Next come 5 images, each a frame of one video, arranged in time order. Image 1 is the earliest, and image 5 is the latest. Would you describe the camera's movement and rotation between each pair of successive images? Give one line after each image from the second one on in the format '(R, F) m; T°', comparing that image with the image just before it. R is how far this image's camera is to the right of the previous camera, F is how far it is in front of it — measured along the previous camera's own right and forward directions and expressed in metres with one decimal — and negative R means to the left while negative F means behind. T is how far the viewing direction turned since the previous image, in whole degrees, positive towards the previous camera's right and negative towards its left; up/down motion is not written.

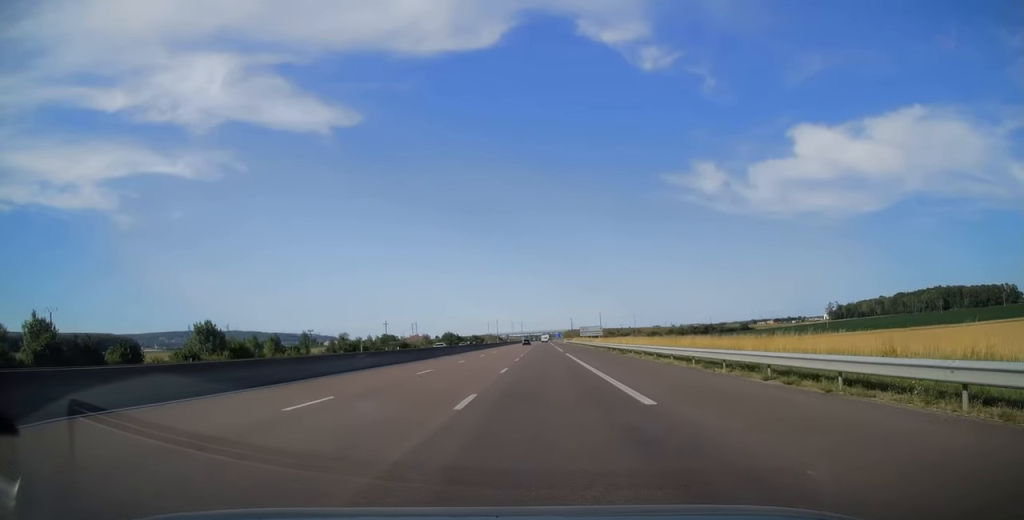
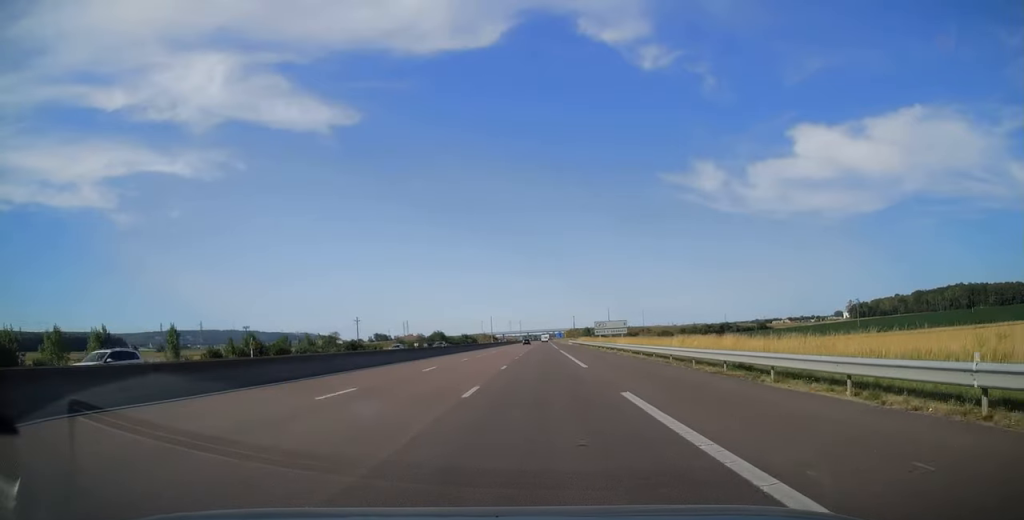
(-0.1, +36.7) m; 0°
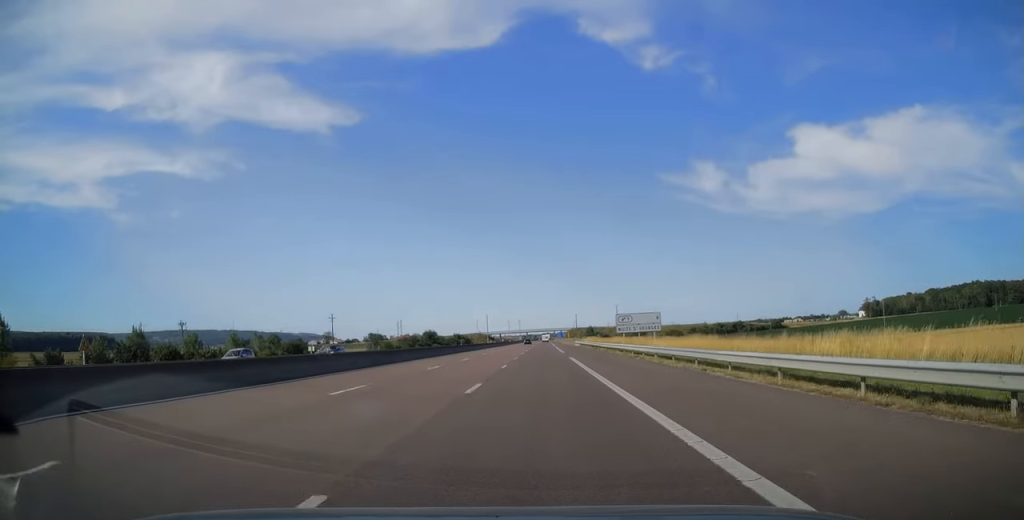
(+0.2, +24.8) m; 0°
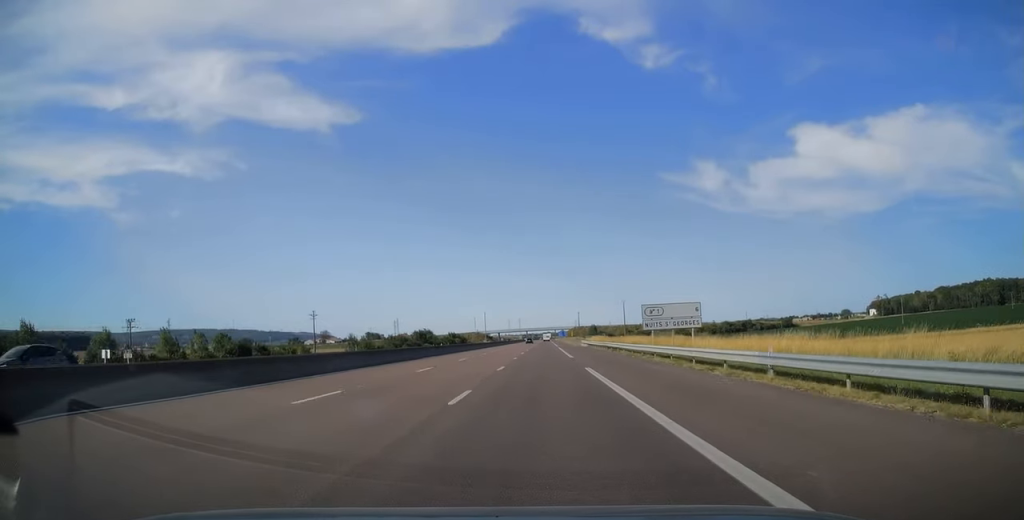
(+0.1, +15.5) m; 0°
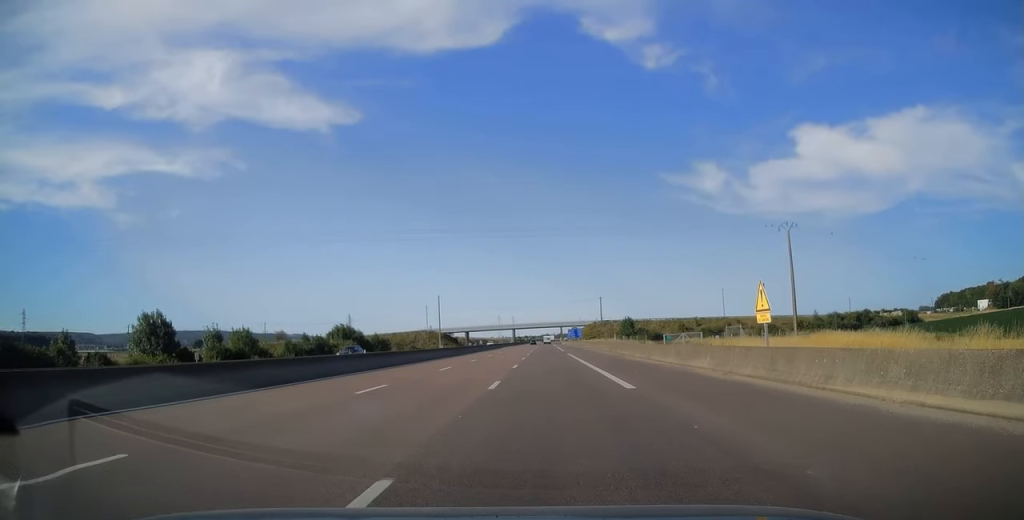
(-0.7, +126.4) m; 0°
